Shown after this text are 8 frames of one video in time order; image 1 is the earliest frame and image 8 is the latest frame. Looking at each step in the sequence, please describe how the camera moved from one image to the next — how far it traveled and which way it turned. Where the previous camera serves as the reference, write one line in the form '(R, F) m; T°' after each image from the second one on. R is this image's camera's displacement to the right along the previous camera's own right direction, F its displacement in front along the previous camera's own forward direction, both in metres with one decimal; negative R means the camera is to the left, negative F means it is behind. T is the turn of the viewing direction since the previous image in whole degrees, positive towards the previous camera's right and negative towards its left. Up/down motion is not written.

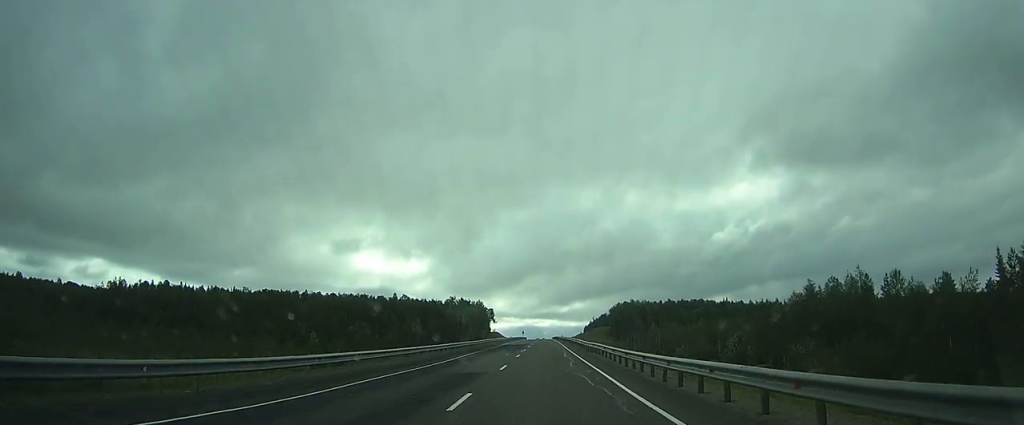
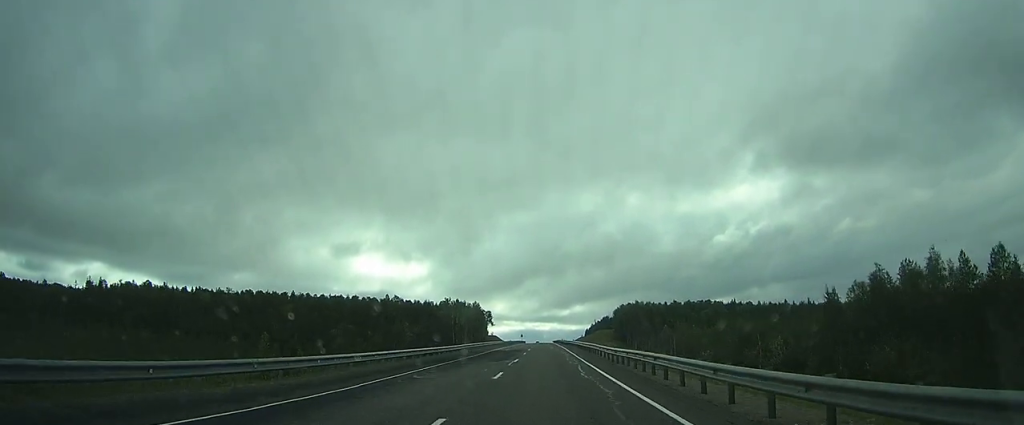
(+0.1, +16.4) m; 0°
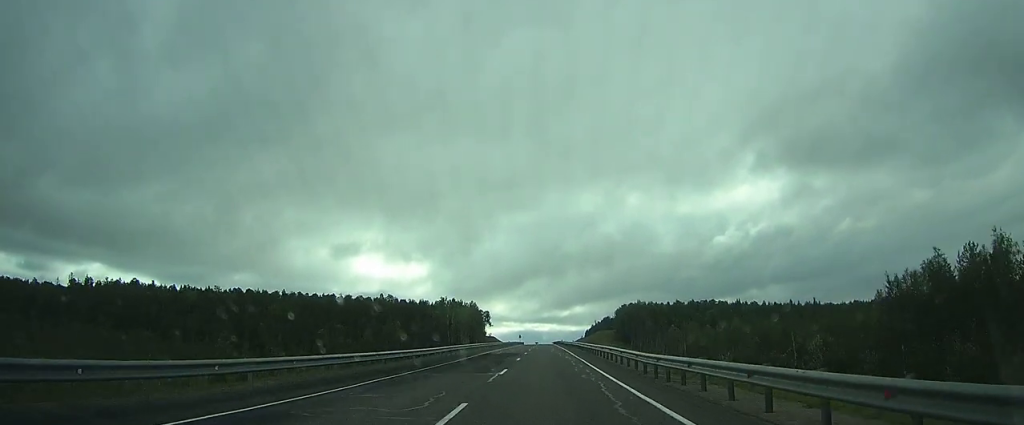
(0.0, +10.0) m; 0°
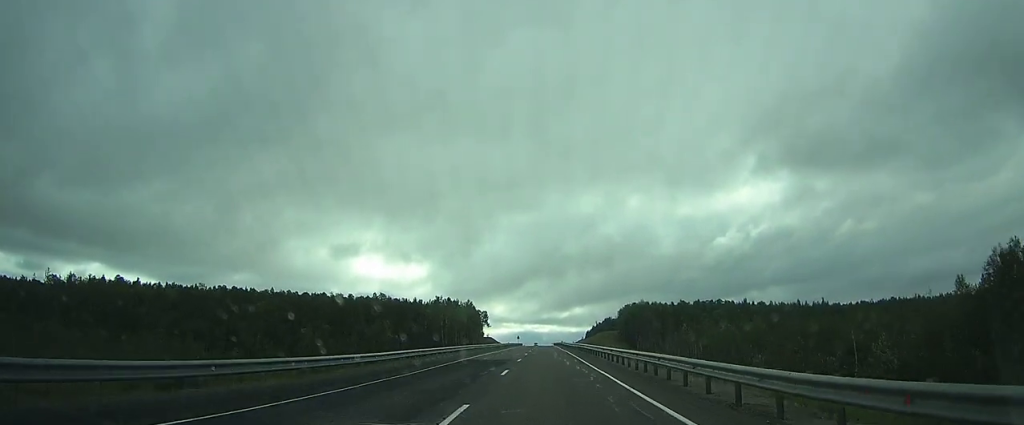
(-0.1, +12.1) m; 0°
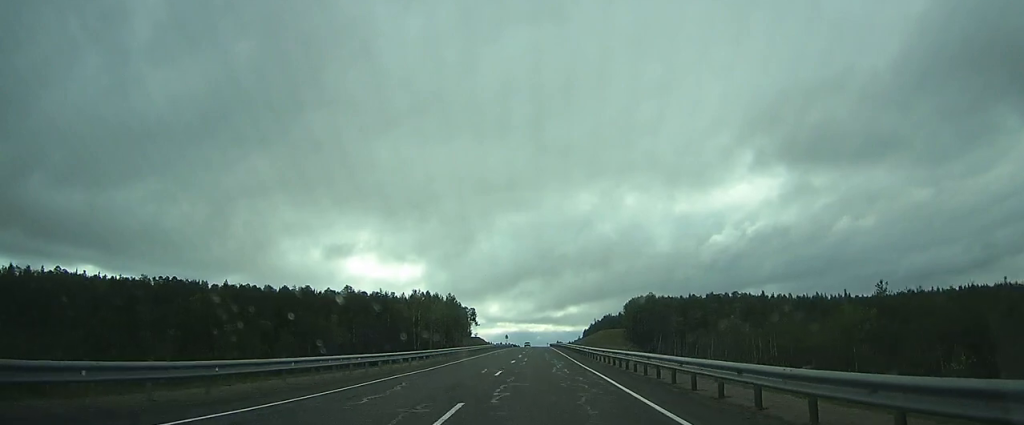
(0.0, +33.9) m; 0°
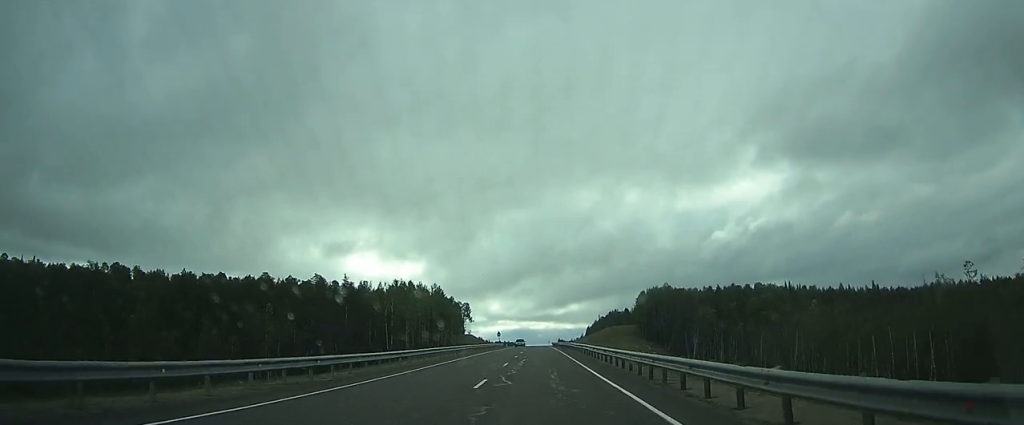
(+0.1, +26.5) m; 0°
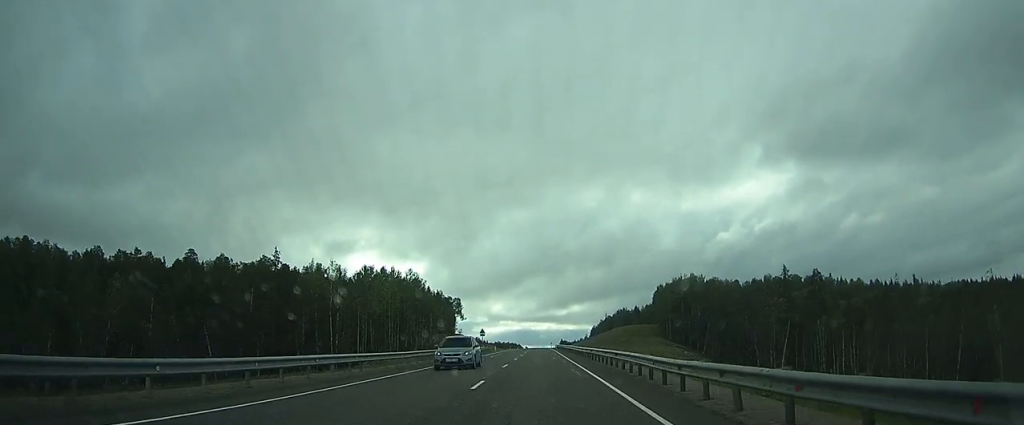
(0.0, +34.1) m; 0°
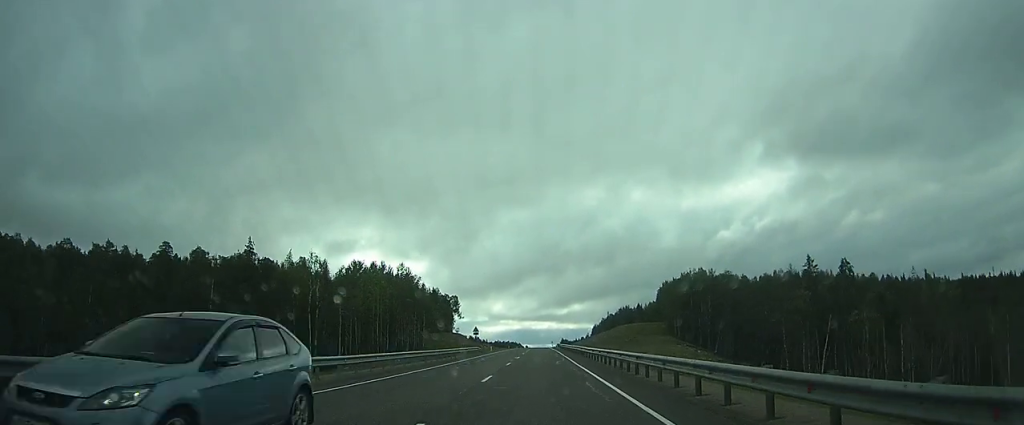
(0.0, +9.8) m; 0°
